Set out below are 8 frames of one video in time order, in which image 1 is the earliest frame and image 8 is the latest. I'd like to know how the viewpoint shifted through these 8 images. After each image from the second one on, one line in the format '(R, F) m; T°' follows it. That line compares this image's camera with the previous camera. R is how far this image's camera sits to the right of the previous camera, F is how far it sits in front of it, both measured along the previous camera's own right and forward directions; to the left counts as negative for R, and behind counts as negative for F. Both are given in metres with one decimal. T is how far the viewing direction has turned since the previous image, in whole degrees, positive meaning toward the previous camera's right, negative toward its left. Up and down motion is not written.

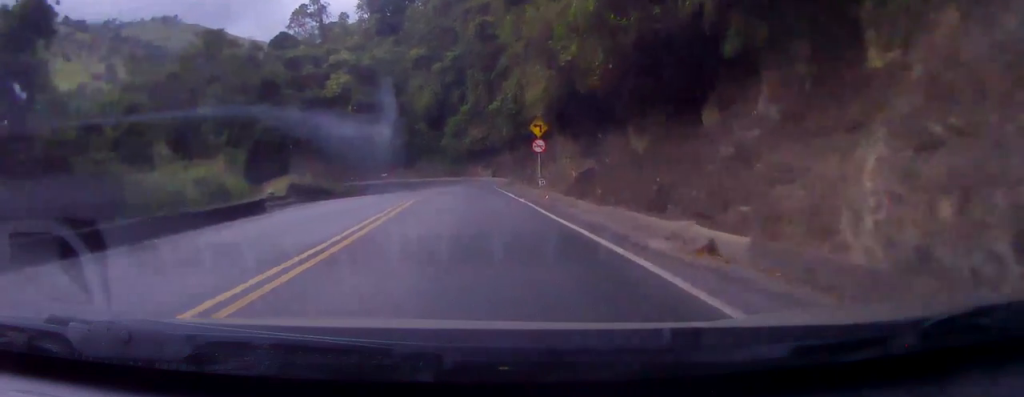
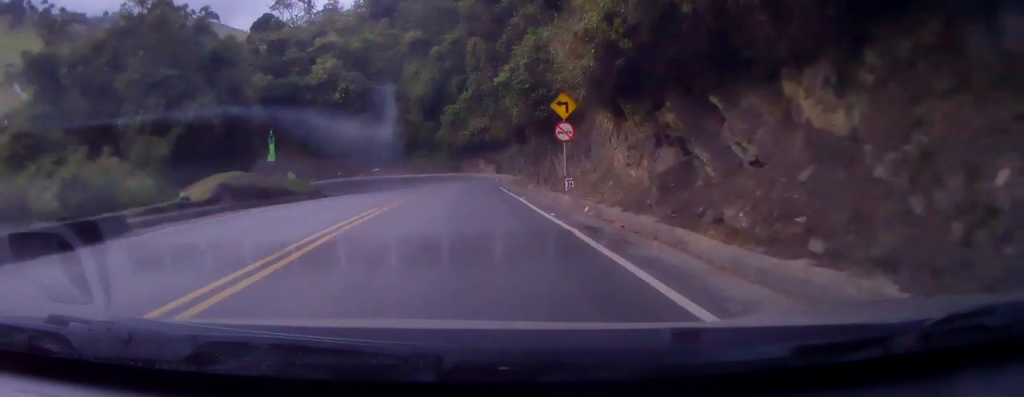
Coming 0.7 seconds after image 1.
(+0.3, +10.1) m; -1°
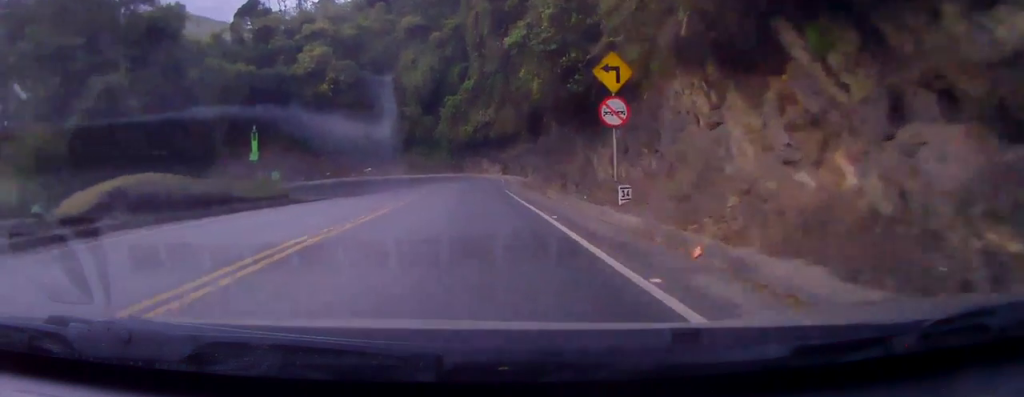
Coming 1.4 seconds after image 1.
(-0.2, +8.8) m; -1°
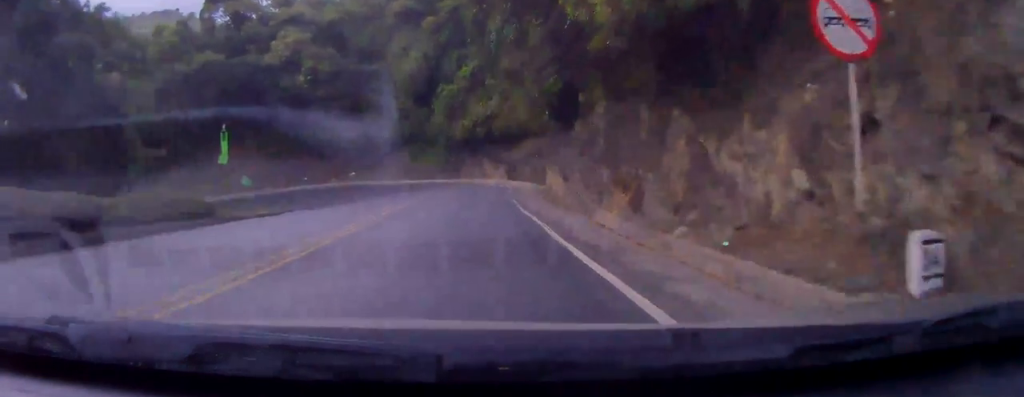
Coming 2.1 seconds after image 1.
(-0.2, +10.7) m; -1°
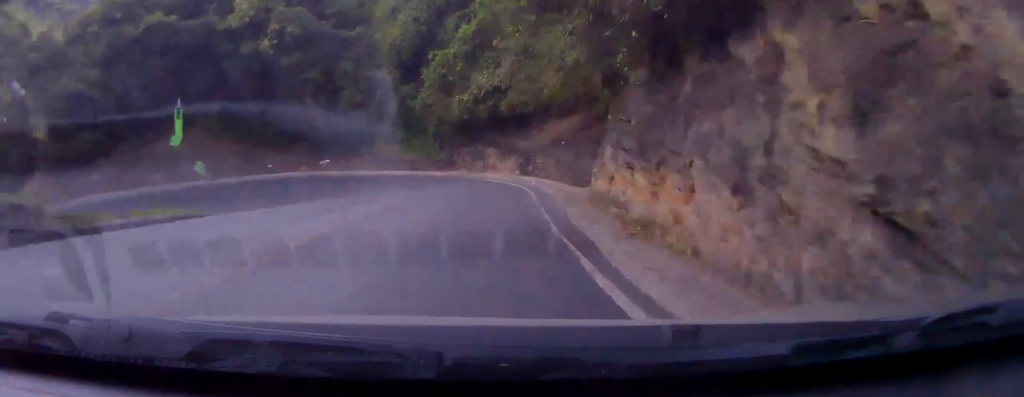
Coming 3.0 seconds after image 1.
(0.0, +12.1) m; -1°
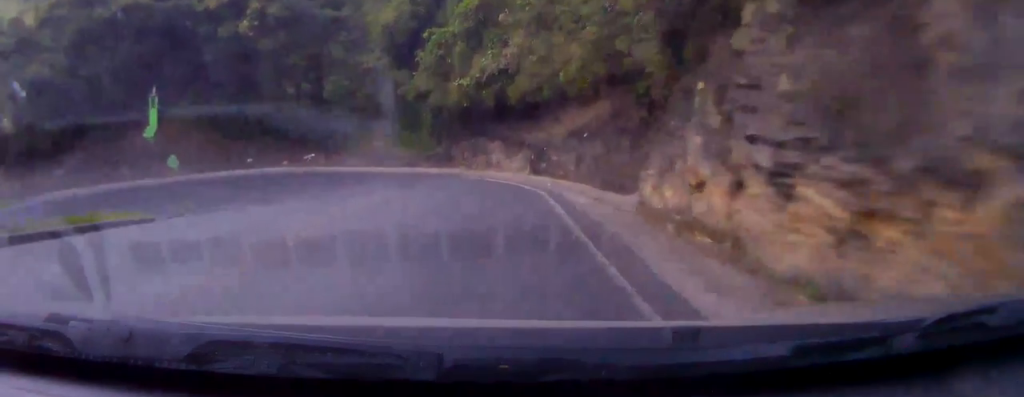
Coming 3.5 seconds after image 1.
(+0.1, +5.4) m; -3°
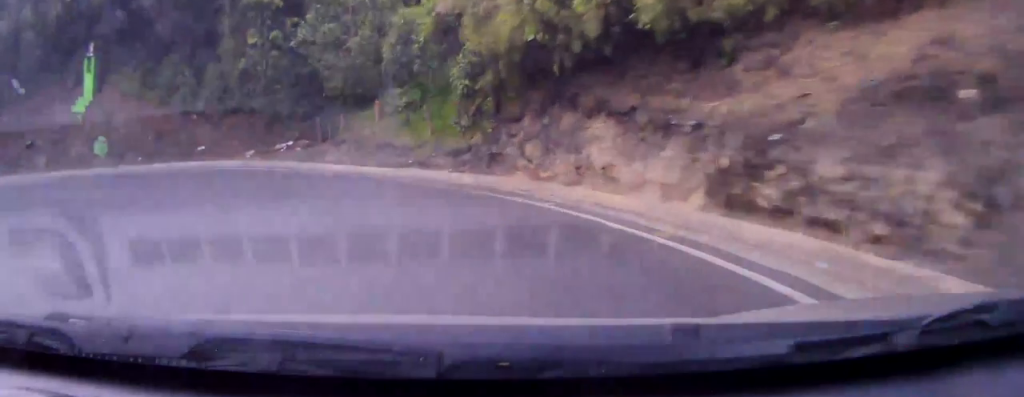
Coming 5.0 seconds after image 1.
(-1.7, +16.3) m; -11°
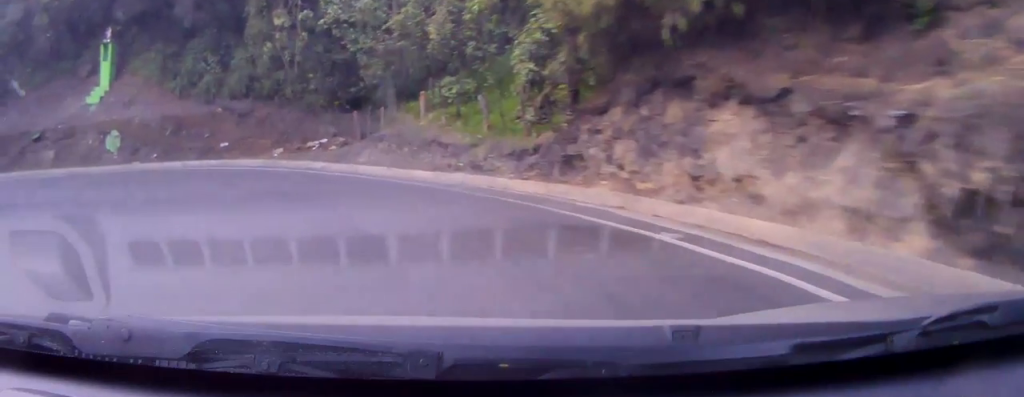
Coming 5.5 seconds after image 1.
(0.0, +3.8) m; -1°
